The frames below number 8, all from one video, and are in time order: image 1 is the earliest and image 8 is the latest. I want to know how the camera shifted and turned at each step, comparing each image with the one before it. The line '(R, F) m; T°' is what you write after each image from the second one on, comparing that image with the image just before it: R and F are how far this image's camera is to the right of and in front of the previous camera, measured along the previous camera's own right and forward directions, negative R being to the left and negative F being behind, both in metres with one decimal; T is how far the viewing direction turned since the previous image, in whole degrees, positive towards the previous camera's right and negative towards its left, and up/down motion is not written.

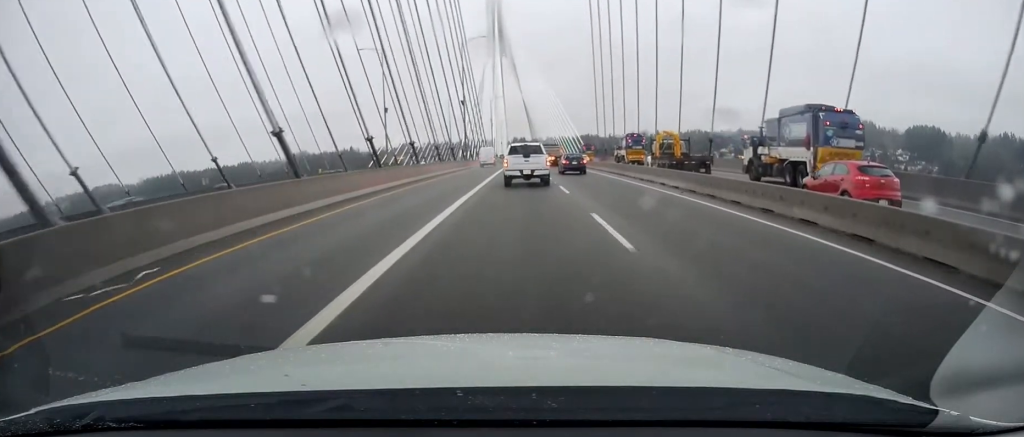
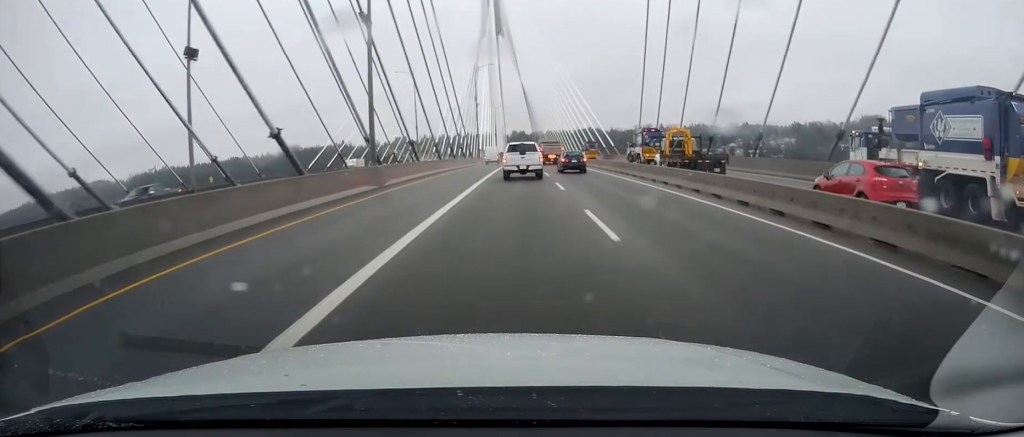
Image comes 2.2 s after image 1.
(+0.8, +50.7) m; +1°
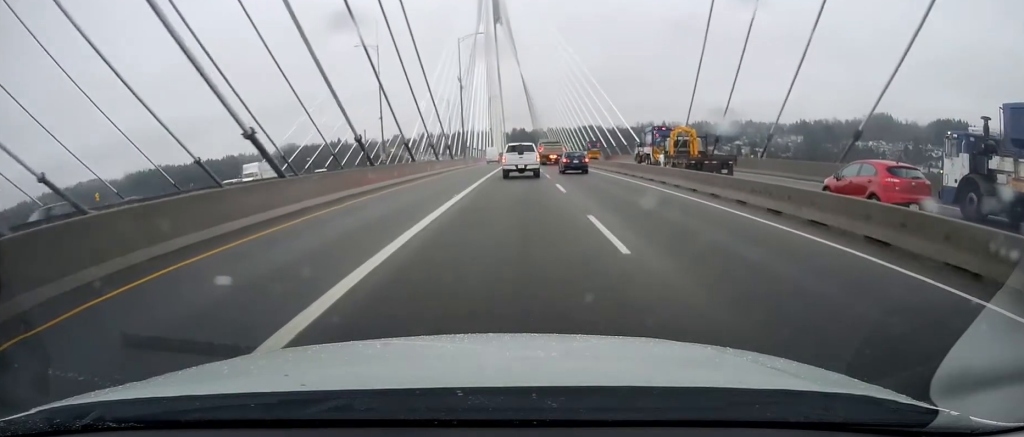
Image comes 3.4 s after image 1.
(-0.4, +27.5) m; -1°
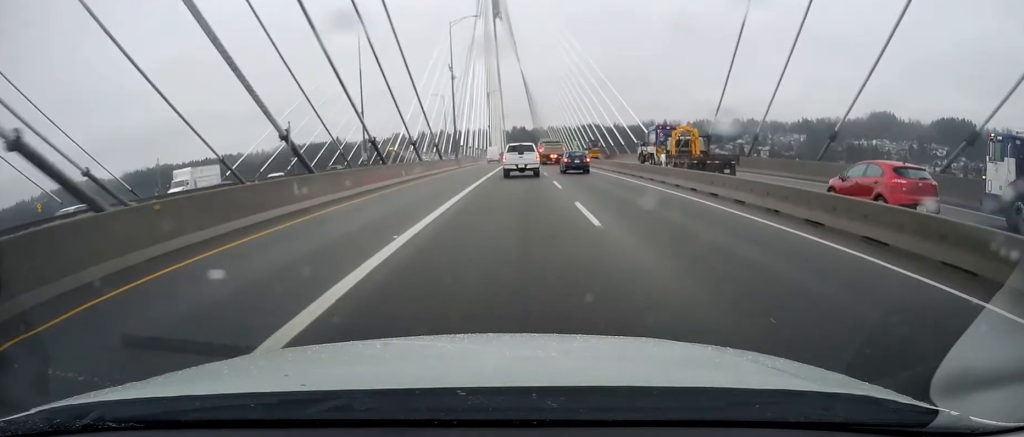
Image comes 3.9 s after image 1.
(0.0, +10.0) m; 0°
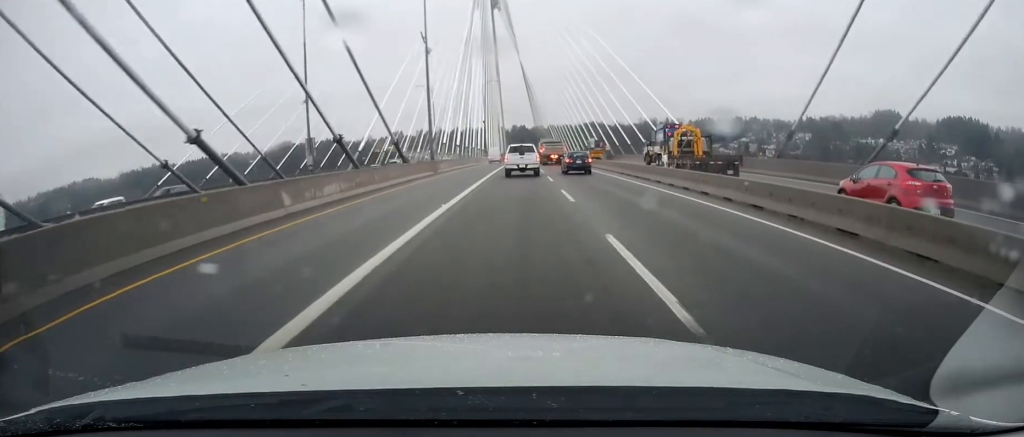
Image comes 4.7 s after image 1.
(+0.1, +19.2) m; 0°
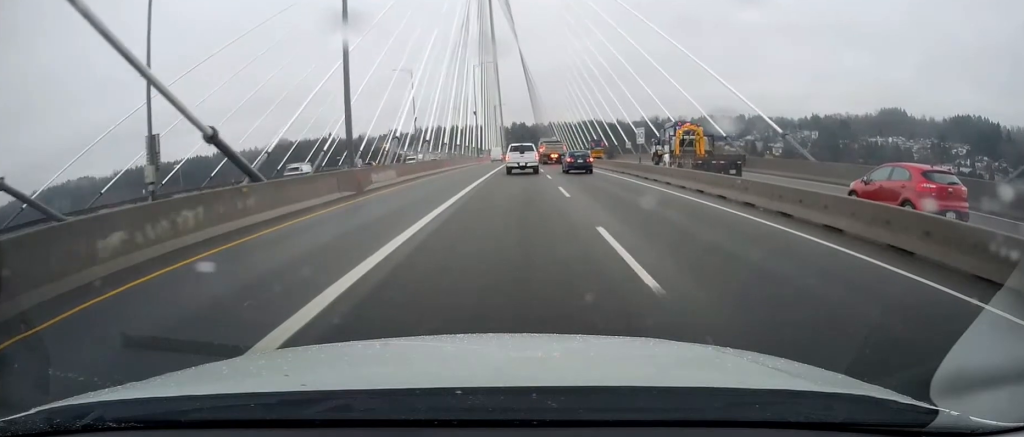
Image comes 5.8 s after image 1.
(-0.1, +24.6) m; 0°
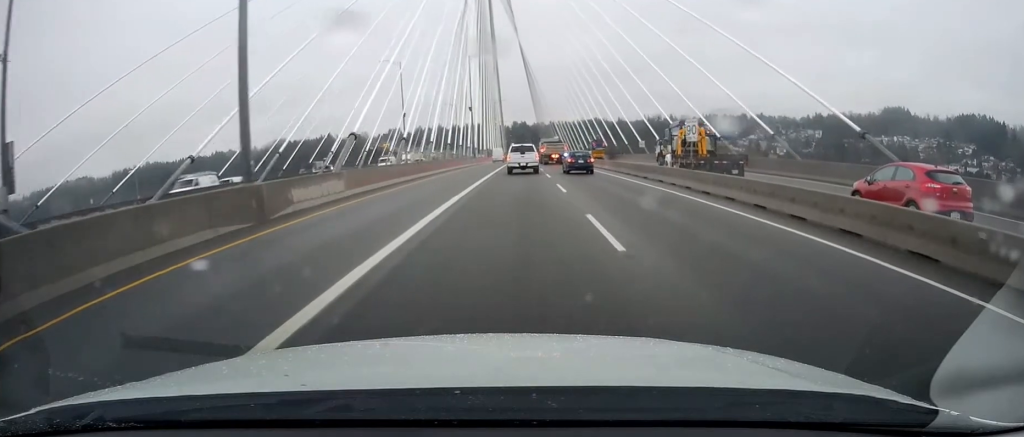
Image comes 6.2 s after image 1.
(0.0, +10.8) m; 0°
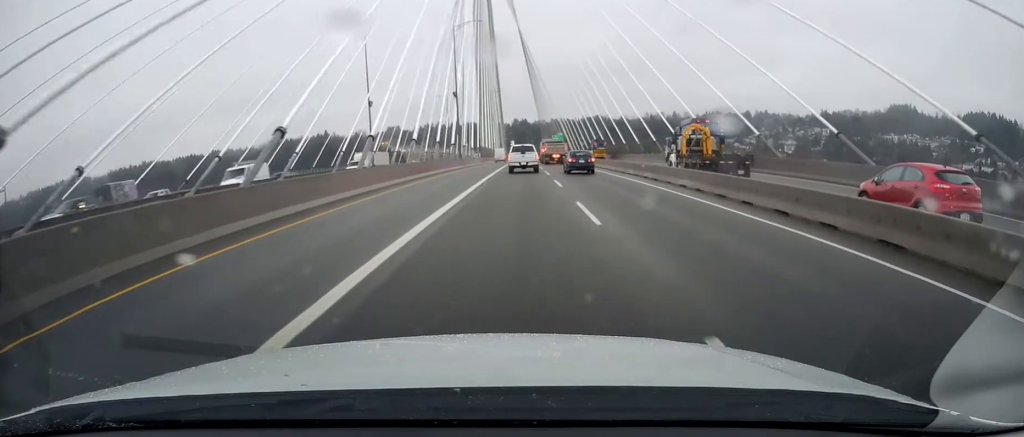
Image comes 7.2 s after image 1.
(+0.1, +22.5) m; 0°
